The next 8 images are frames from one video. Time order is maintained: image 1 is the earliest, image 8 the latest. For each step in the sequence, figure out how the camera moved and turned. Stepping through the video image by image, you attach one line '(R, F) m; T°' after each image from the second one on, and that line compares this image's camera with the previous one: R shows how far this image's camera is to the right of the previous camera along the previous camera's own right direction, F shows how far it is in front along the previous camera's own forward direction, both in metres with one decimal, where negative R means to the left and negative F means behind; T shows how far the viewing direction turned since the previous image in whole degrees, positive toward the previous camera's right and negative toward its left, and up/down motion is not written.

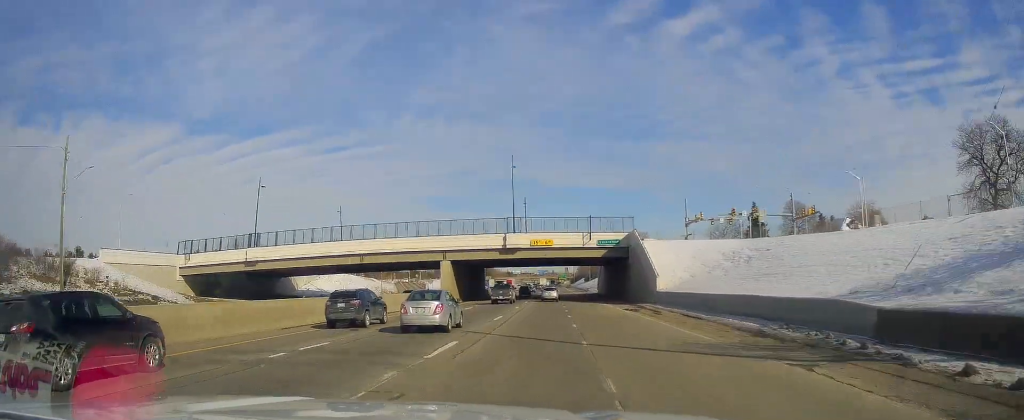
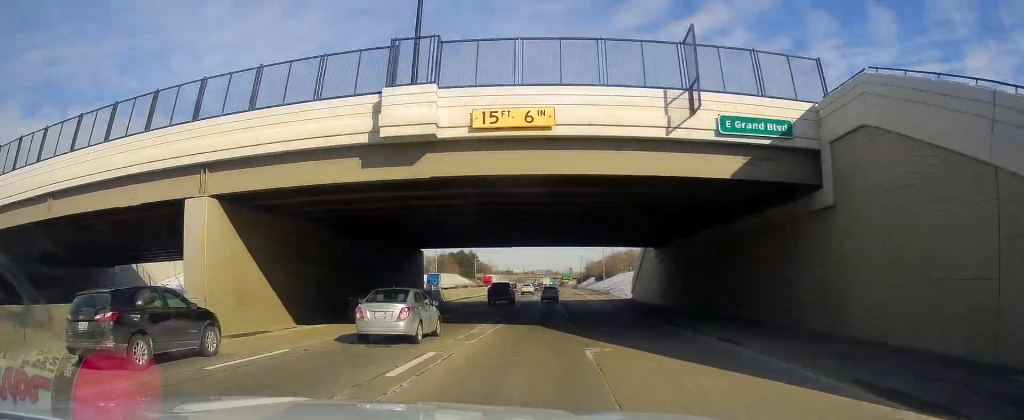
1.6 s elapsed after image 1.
(0.0, +48.9) m; 0°
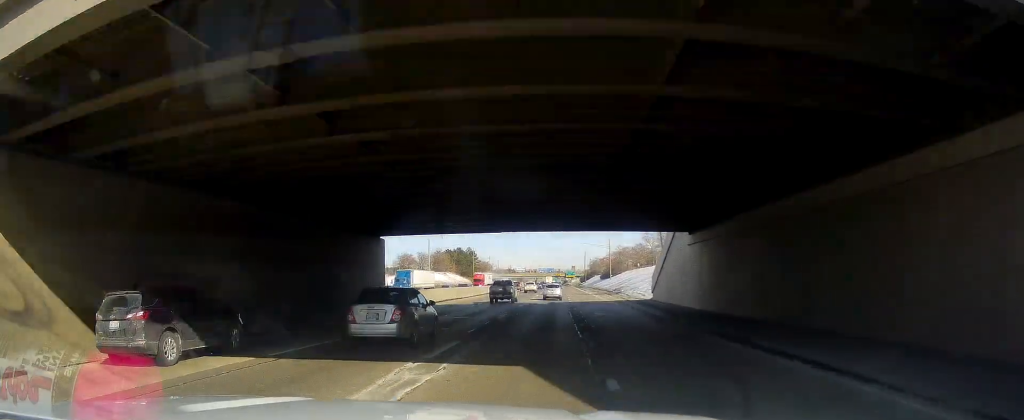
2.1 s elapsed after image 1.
(0.0, +13.0) m; 0°
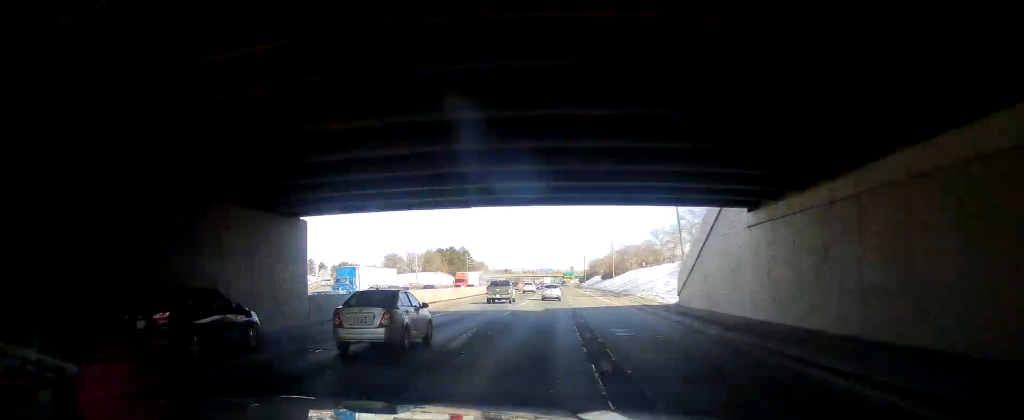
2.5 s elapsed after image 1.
(-0.1, +13.0) m; 0°
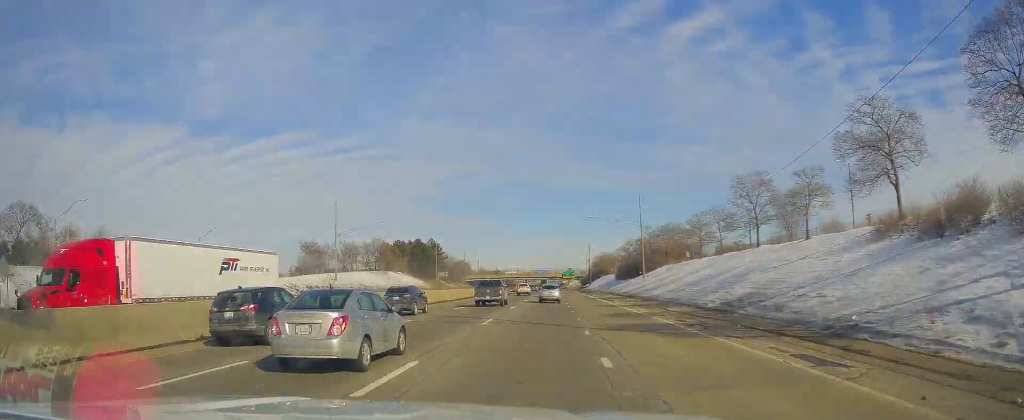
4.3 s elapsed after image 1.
(-0.1, +54.5) m; -1°
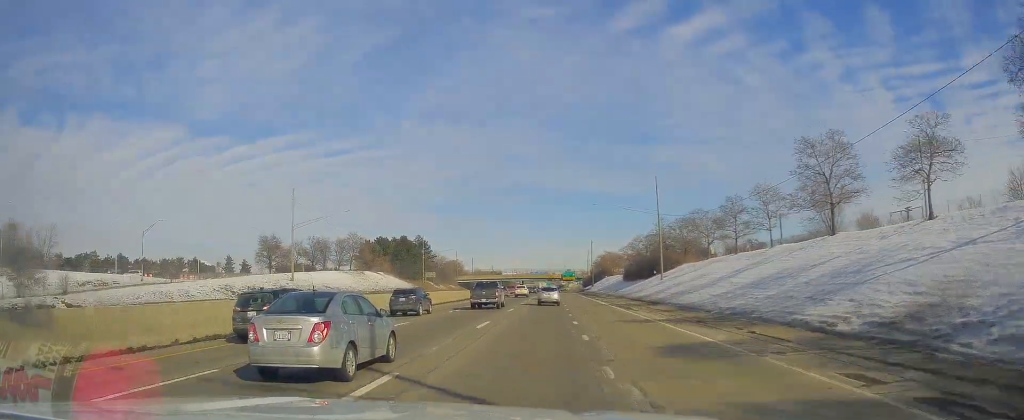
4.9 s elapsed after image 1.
(-0.5, +16.5) m; 0°
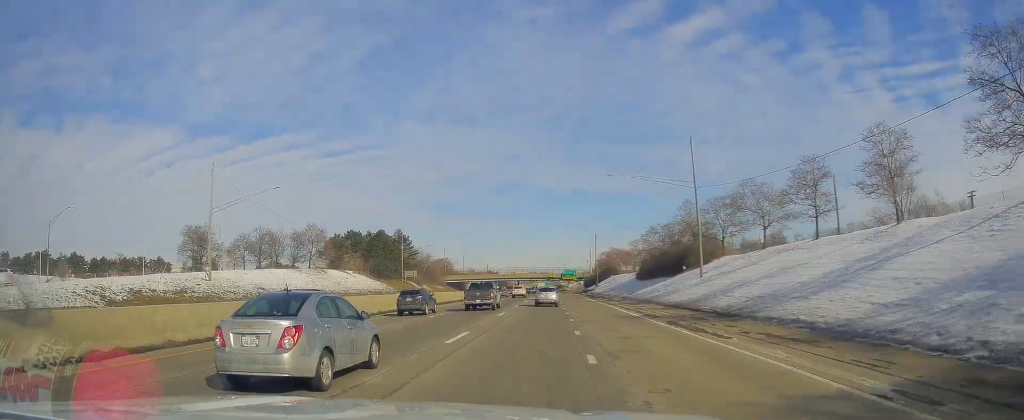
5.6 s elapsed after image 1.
(+0.5, +20.6) m; +2°
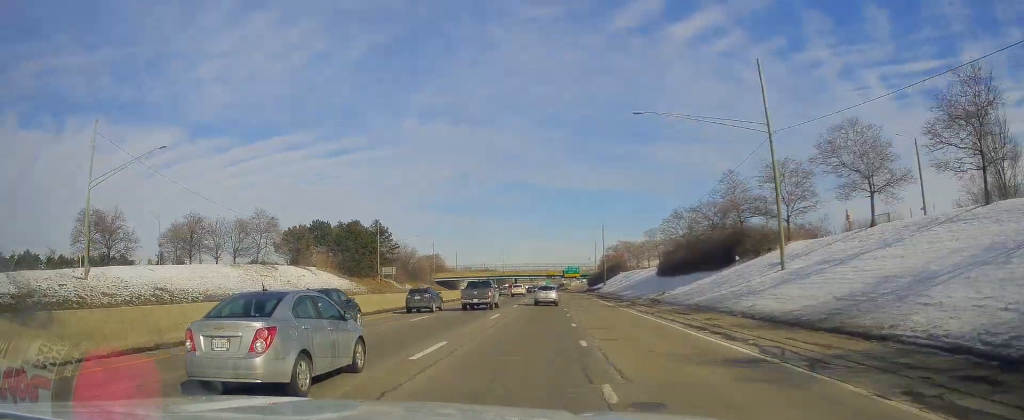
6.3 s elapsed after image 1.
(+0.3, +19.6) m; 0°
